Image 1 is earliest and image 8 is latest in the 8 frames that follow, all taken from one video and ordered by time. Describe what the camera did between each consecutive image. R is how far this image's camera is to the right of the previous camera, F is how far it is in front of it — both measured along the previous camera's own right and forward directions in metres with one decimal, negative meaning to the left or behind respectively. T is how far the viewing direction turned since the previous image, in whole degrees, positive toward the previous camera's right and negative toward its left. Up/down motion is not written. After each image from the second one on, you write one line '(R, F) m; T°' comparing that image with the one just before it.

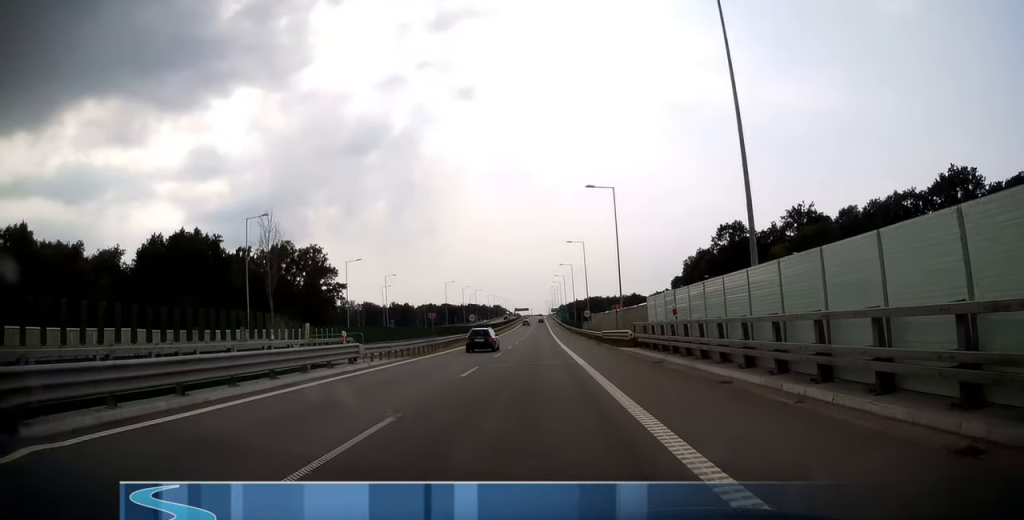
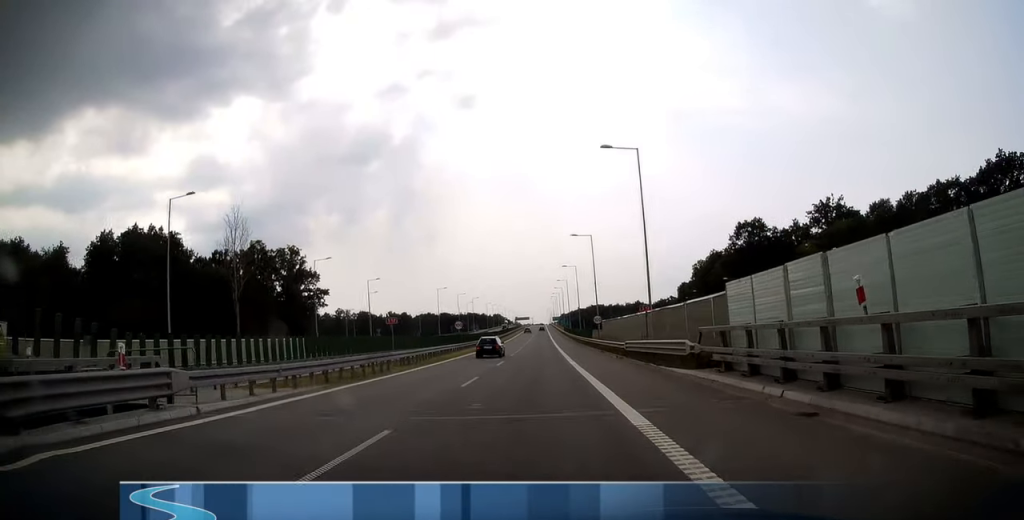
(0.0, +12.3) m; 0°
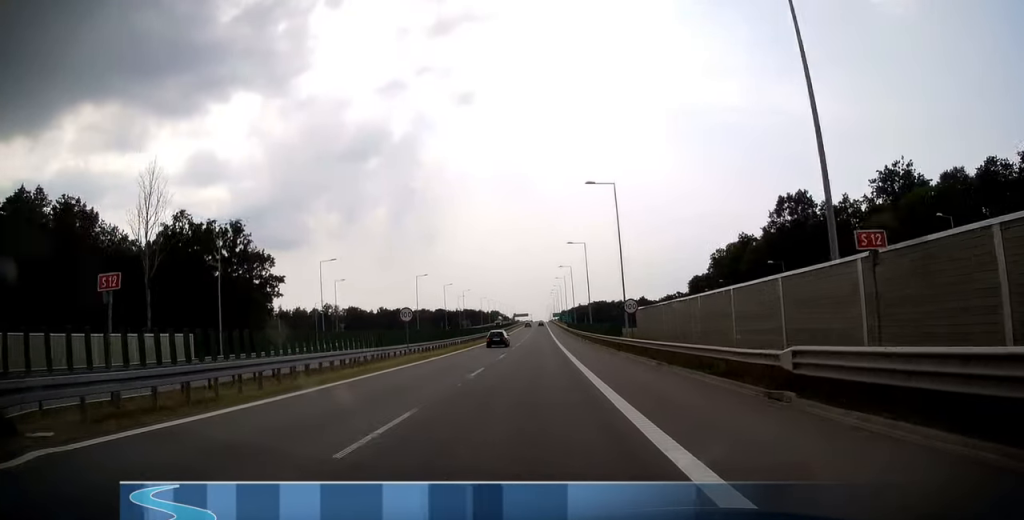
(0.0, +22.3) m; 0°
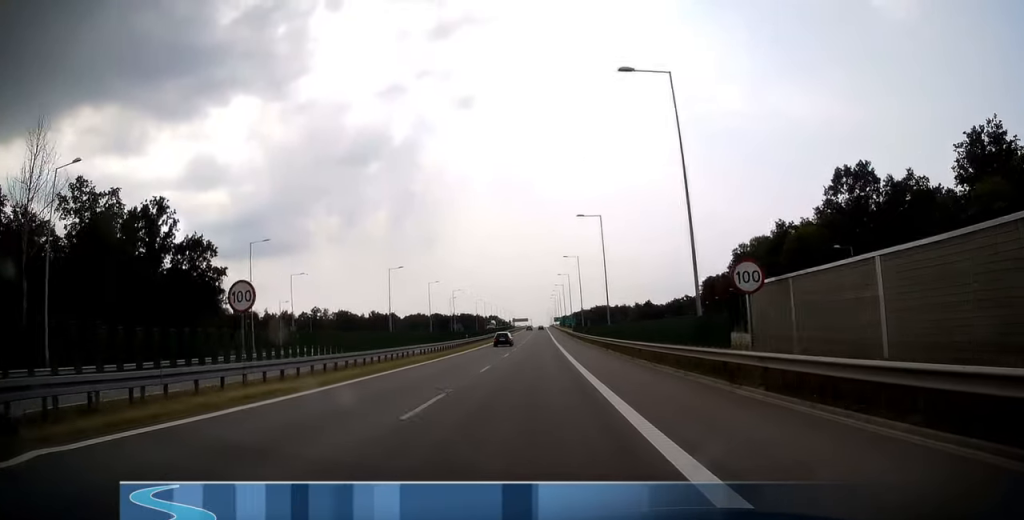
(0.0, +20.7) m; 0°
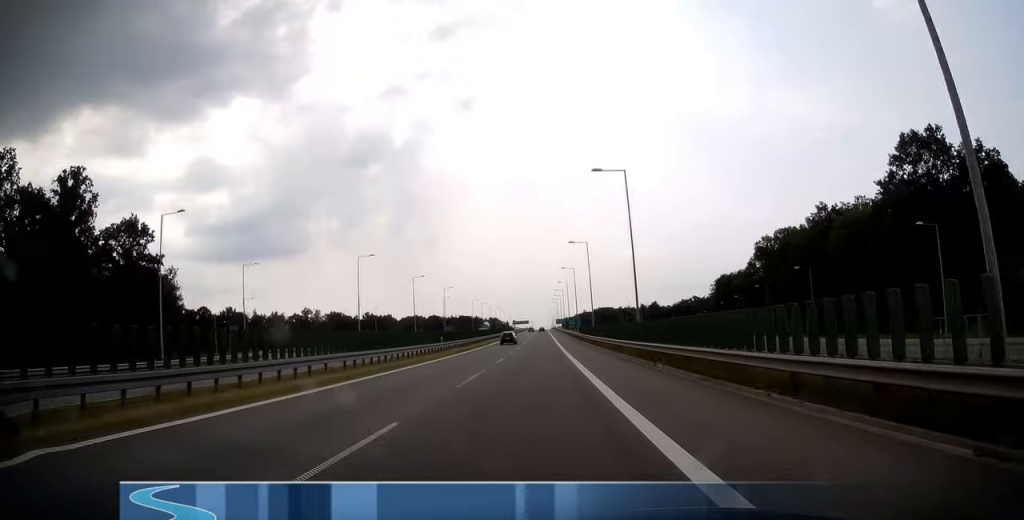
(0.0, +16.4) m; 0°
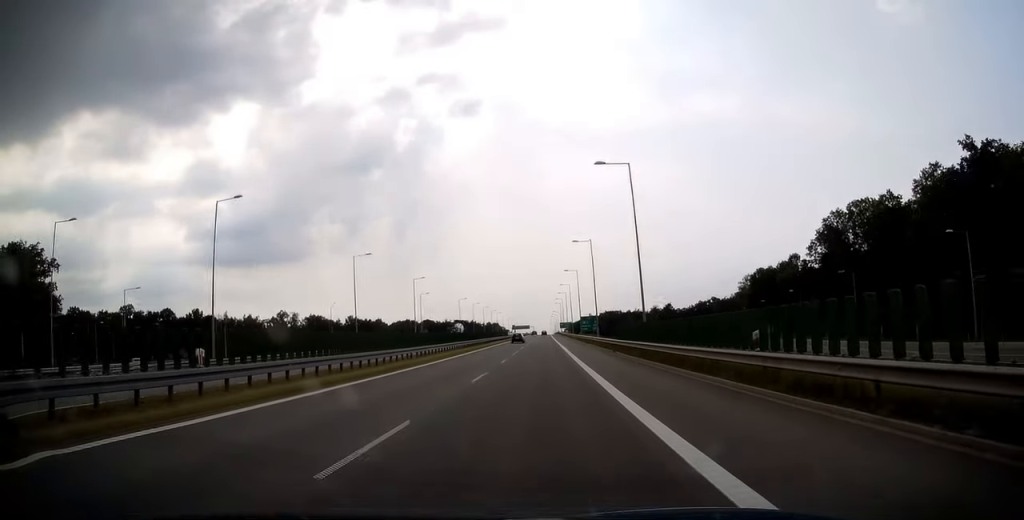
(+0.1, +35.6) m; 0°
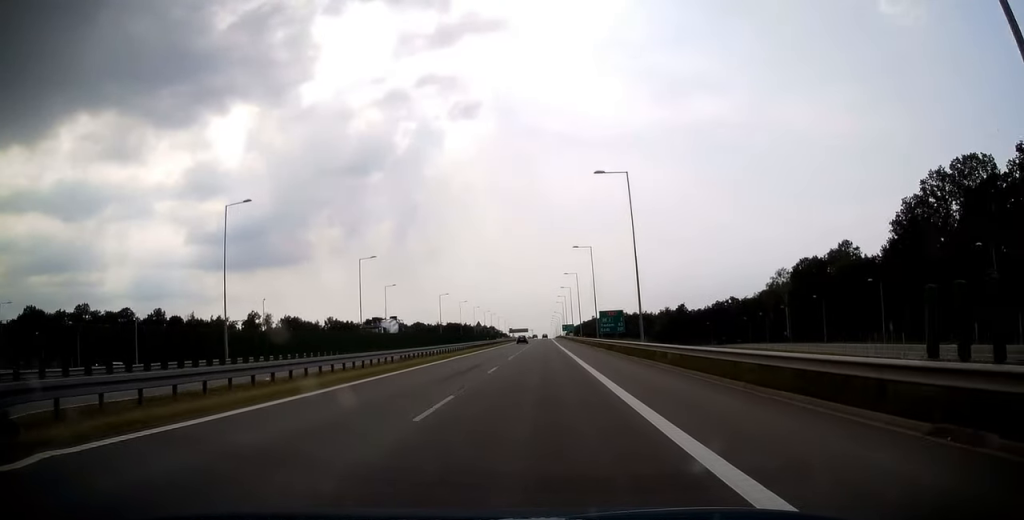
(-0.2, +31.8) m; -1°
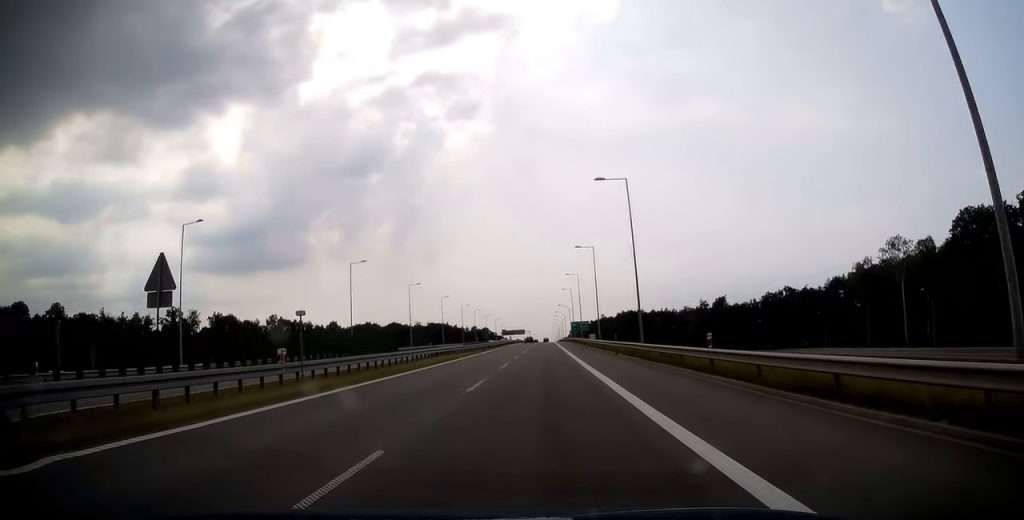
(+0.1, +65.9) m; 0°
